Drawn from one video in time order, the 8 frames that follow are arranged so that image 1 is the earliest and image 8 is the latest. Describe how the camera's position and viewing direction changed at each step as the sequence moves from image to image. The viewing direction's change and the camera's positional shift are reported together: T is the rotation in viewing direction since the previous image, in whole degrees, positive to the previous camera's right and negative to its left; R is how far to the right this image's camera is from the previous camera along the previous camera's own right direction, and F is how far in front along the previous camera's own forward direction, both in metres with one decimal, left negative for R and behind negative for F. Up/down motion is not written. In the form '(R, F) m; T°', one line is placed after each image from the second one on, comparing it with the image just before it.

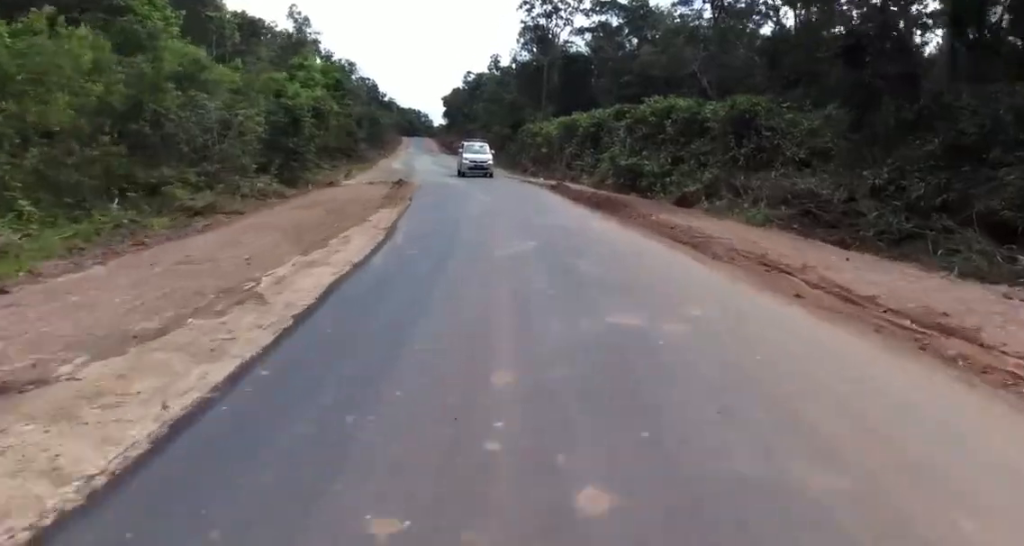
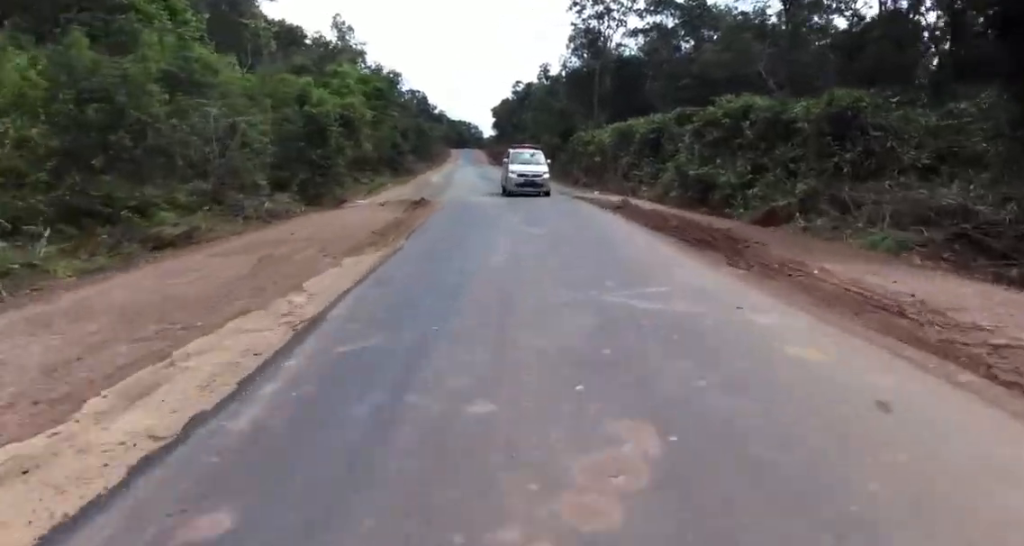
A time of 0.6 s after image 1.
(-0.7, +6.8) m; -8°
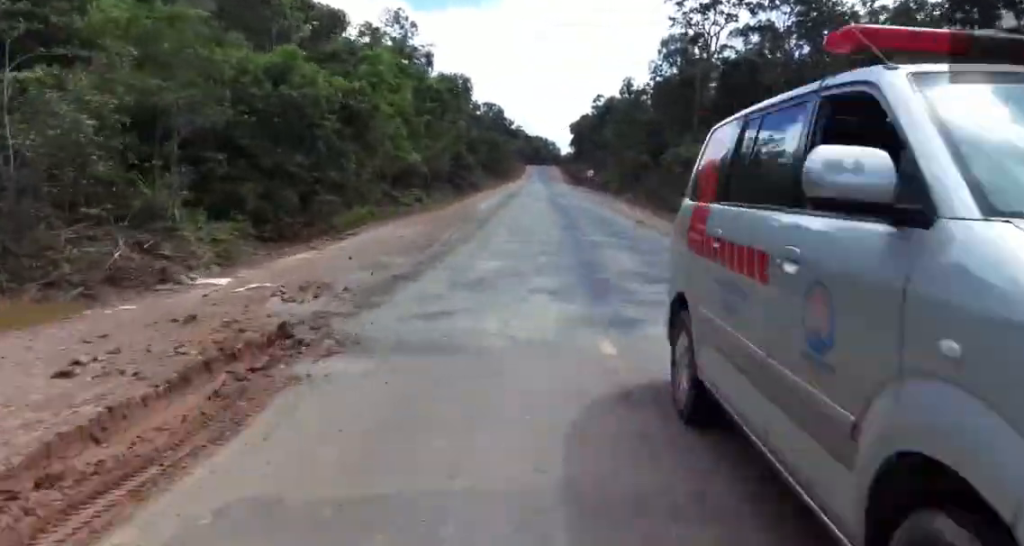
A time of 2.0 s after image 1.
(-1.2, +16.7) m; -2°
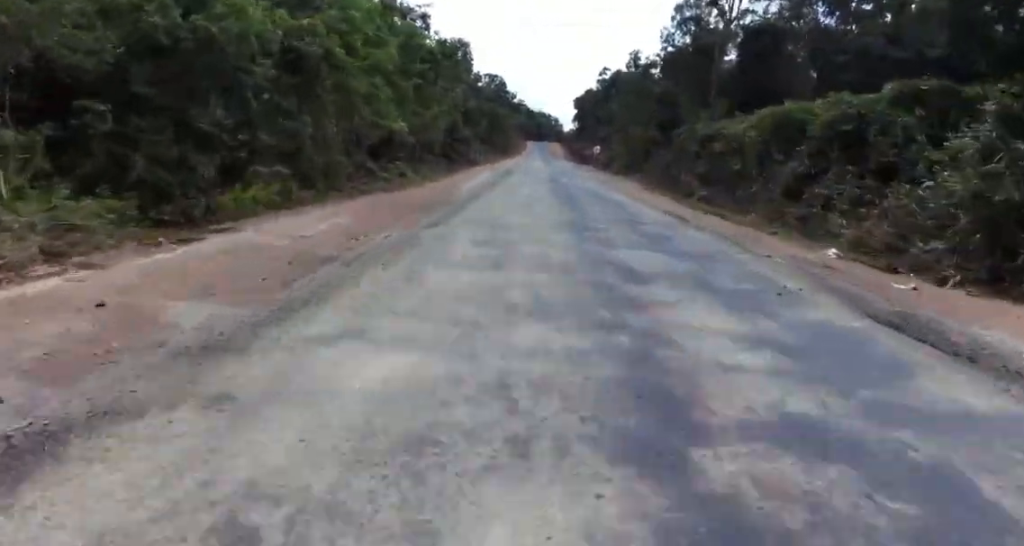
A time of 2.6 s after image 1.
(-0.1, +6.5) m; +3°
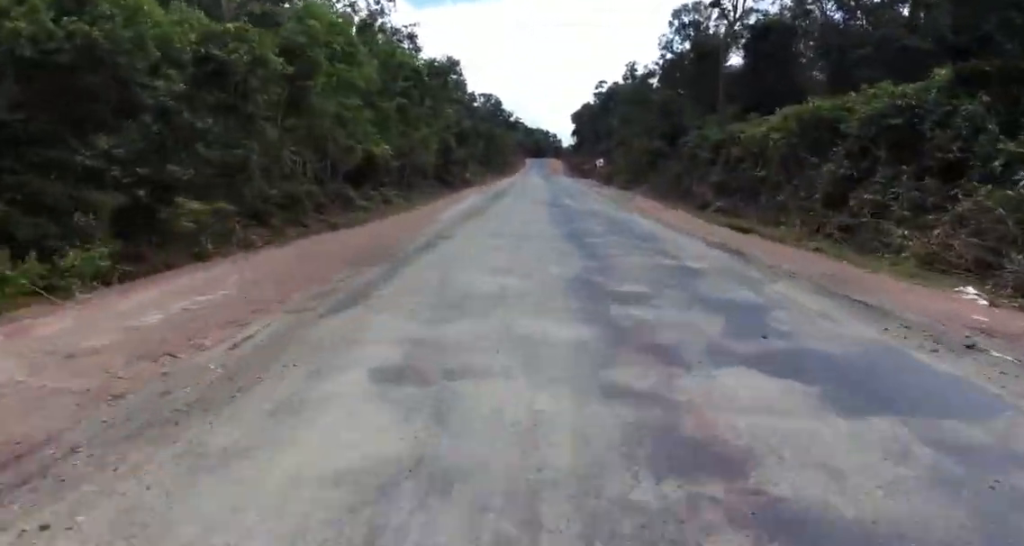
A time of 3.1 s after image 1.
(+0.3, +5.7) m; -2°
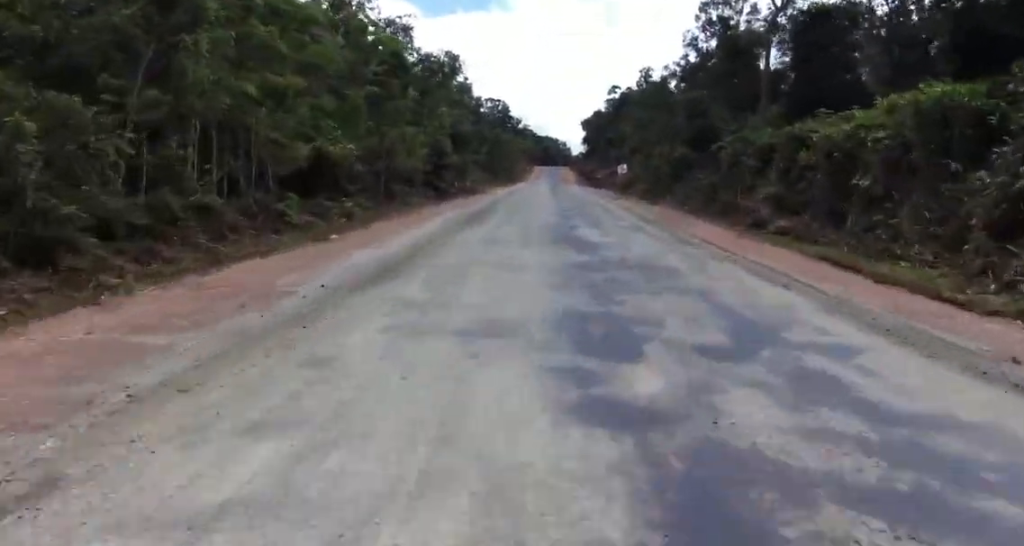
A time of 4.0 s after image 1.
(-0.1, +11.5) m; -2°
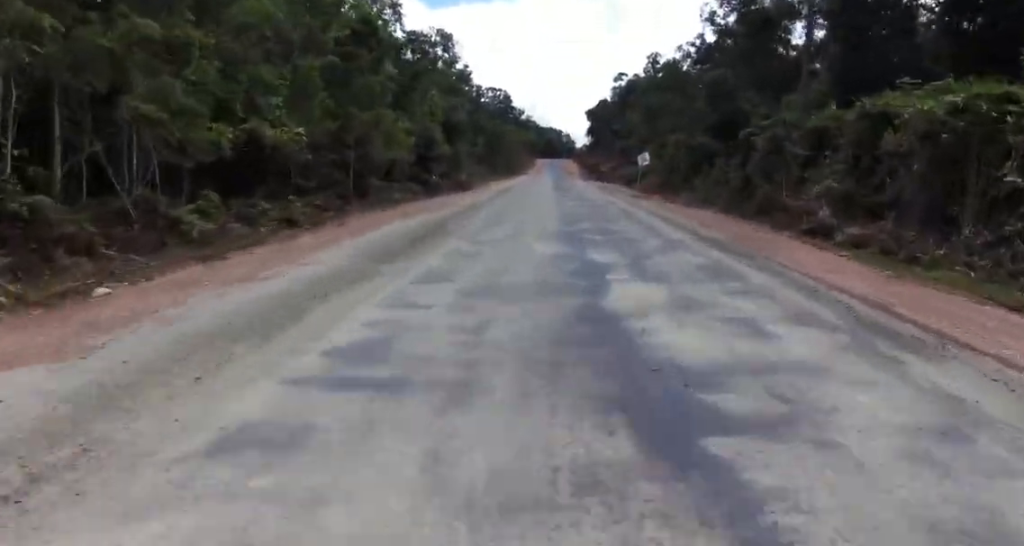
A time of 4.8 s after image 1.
(-1.0, +9.2) m; +1°
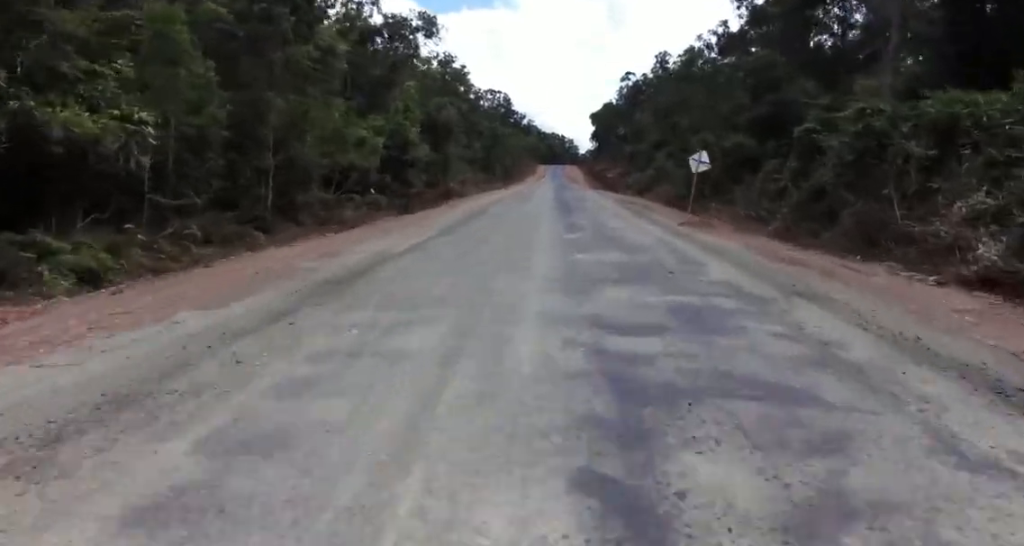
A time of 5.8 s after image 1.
(+1.9, +13.3) m; +8°
